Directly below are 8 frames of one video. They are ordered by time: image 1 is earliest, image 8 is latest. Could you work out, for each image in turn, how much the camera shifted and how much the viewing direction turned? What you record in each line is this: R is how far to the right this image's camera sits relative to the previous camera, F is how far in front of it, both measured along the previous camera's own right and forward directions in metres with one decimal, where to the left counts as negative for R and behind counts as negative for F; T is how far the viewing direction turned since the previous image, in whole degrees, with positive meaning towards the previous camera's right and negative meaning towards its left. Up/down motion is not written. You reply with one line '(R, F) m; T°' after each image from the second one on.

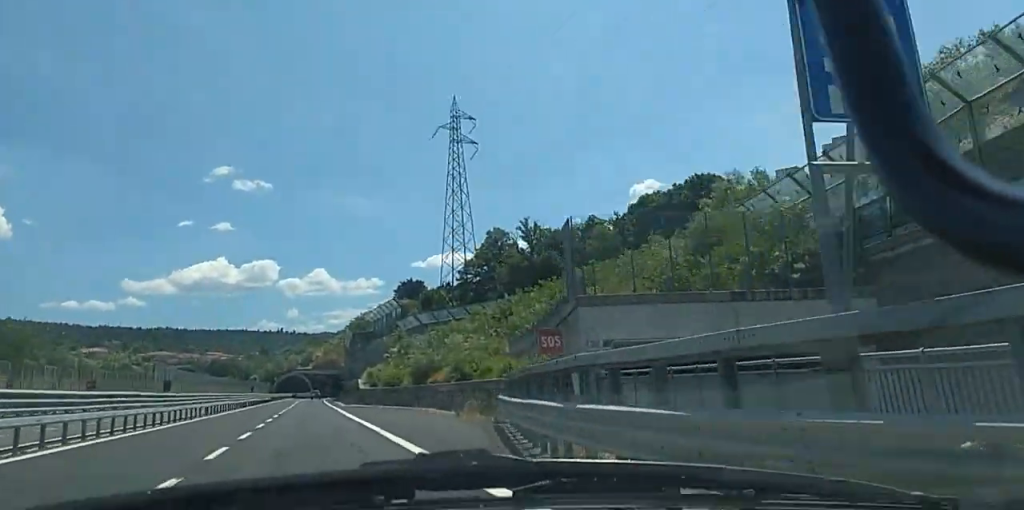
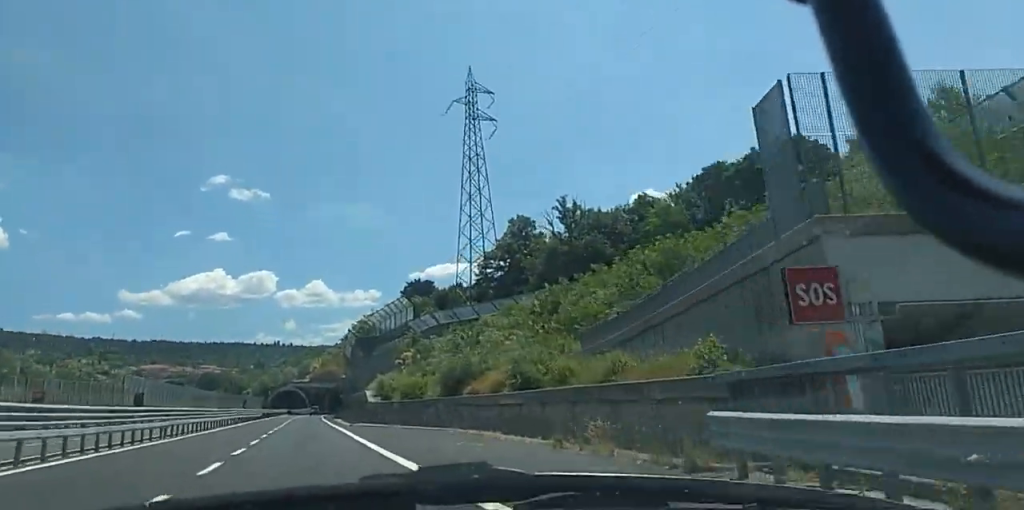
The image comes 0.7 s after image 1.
(+0.2, +14.6) m; 0°
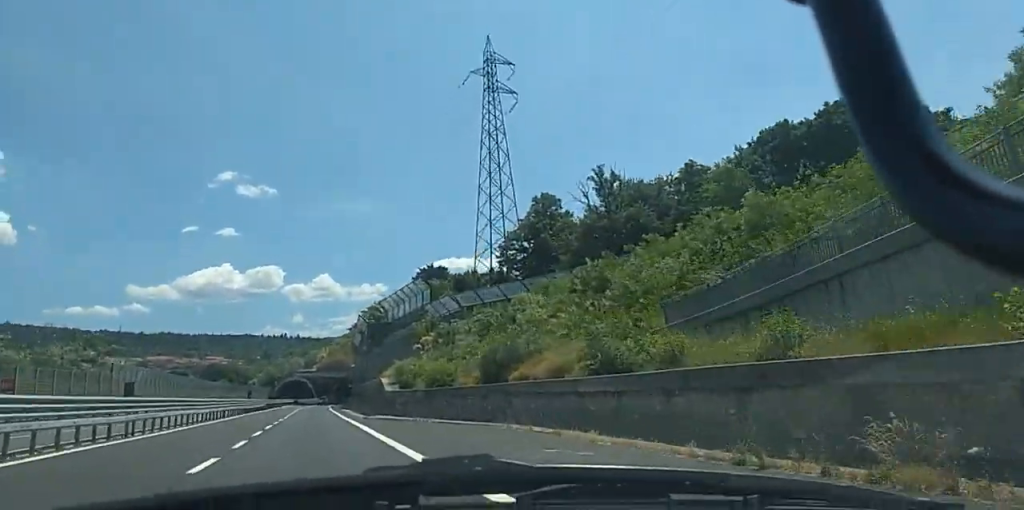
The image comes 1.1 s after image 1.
(-0.3, +9.5) m; 0°
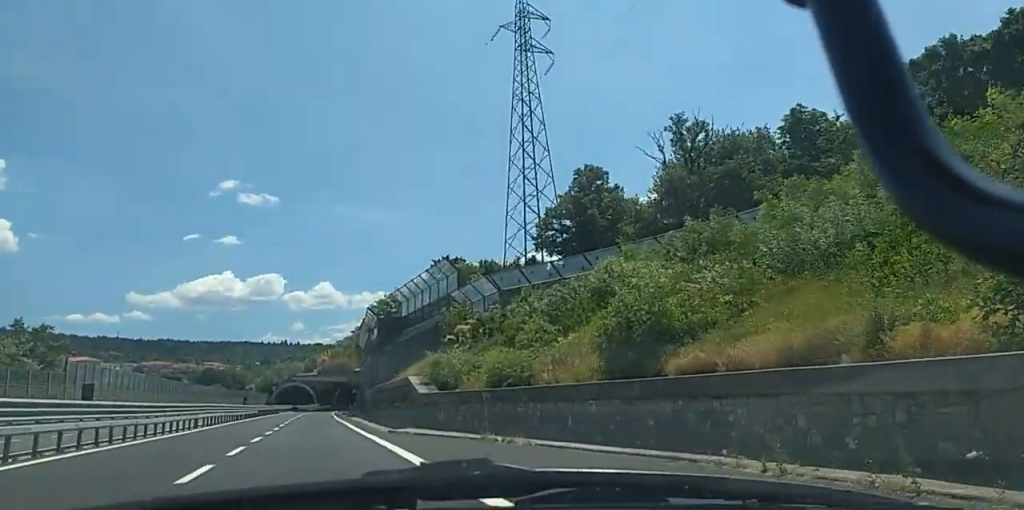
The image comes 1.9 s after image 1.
(-0.1, +16.1) m; 0°
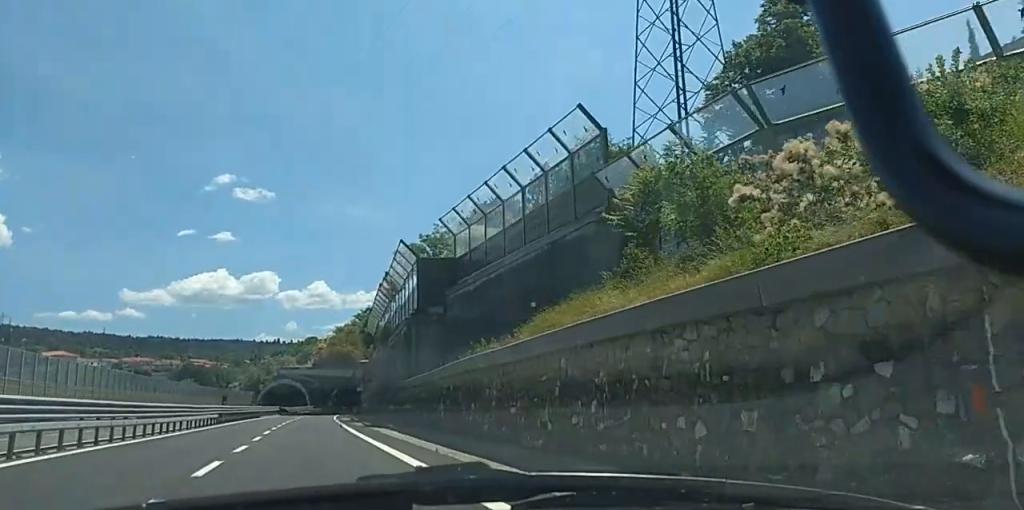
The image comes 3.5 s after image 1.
(+0.4, +35.2) m; +1°
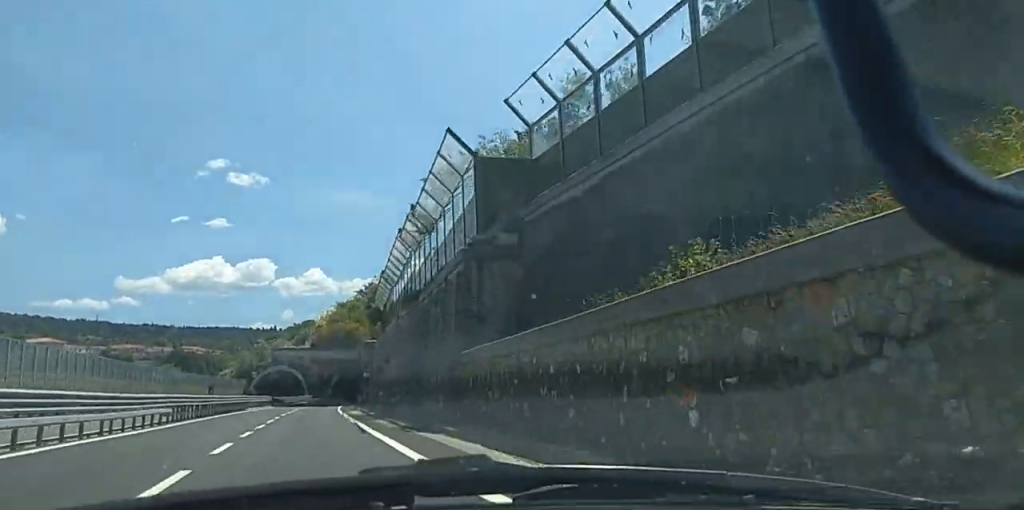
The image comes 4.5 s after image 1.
(+0.2, +19.8) m; +1°
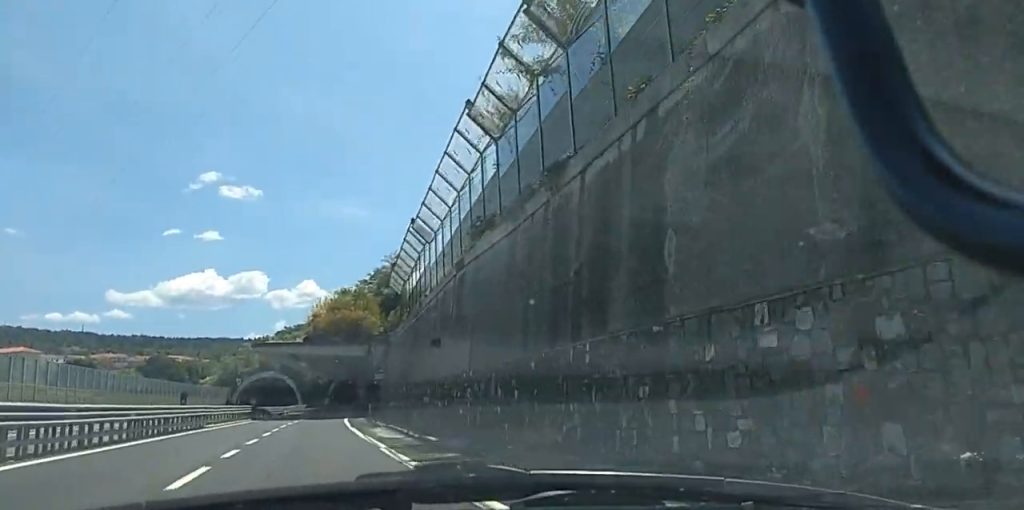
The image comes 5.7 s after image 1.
(-0.1, +26.9) m; -1°
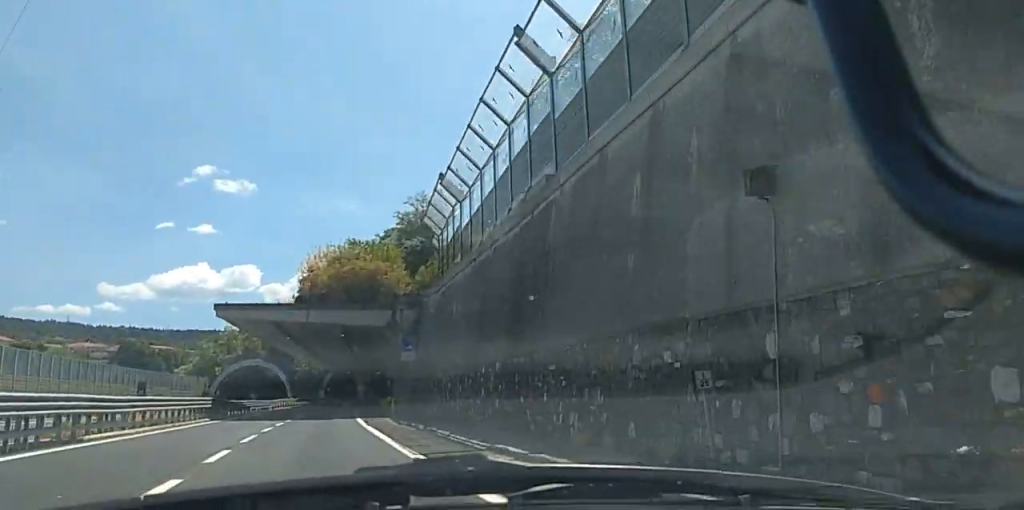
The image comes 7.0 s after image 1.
(-0.2, +25.8) m; 0°
